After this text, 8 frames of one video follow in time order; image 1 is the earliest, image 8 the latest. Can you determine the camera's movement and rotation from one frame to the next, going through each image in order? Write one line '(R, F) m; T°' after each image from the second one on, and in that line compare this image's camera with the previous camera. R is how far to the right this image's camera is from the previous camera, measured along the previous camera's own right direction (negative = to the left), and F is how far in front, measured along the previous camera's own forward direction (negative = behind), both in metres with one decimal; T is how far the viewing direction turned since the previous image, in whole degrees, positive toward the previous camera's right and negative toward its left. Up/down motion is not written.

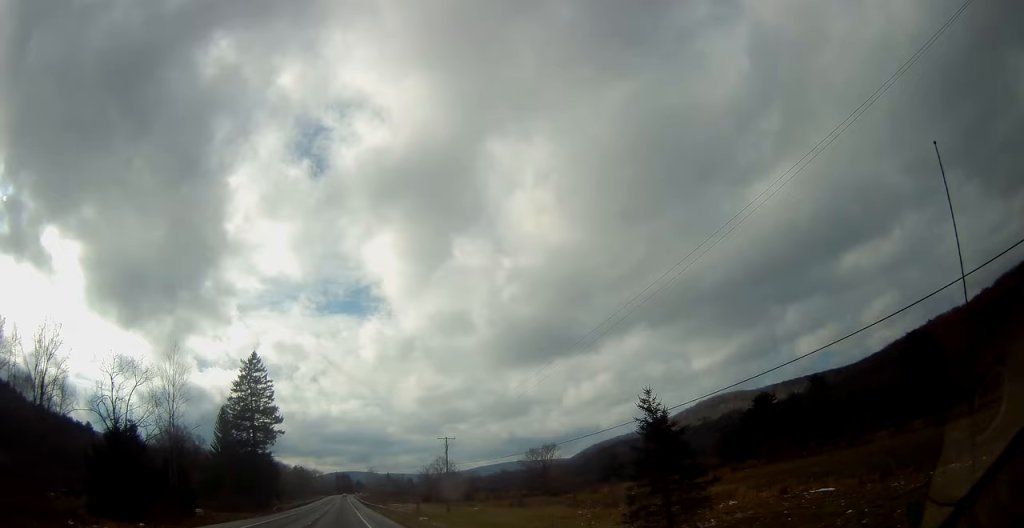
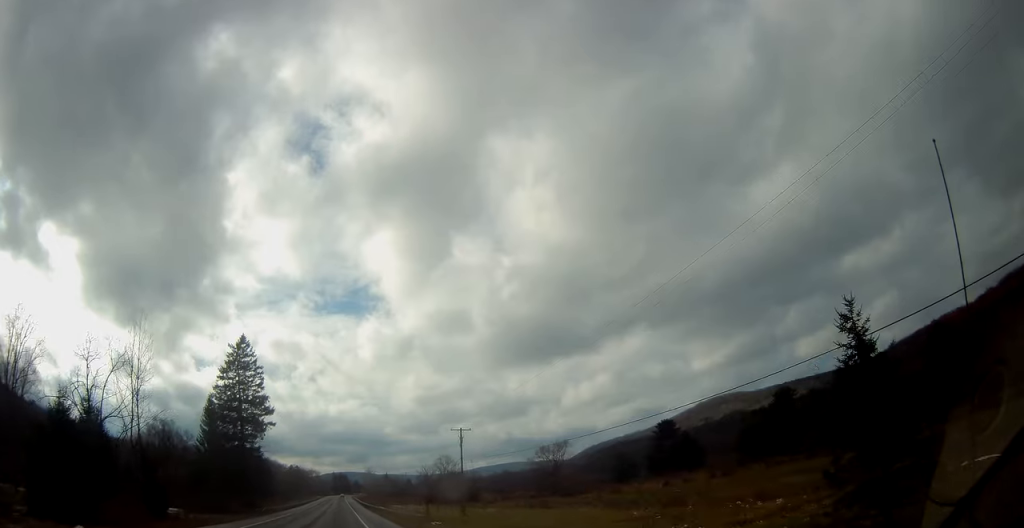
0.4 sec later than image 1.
(+0.1, +11.2) m; 0°
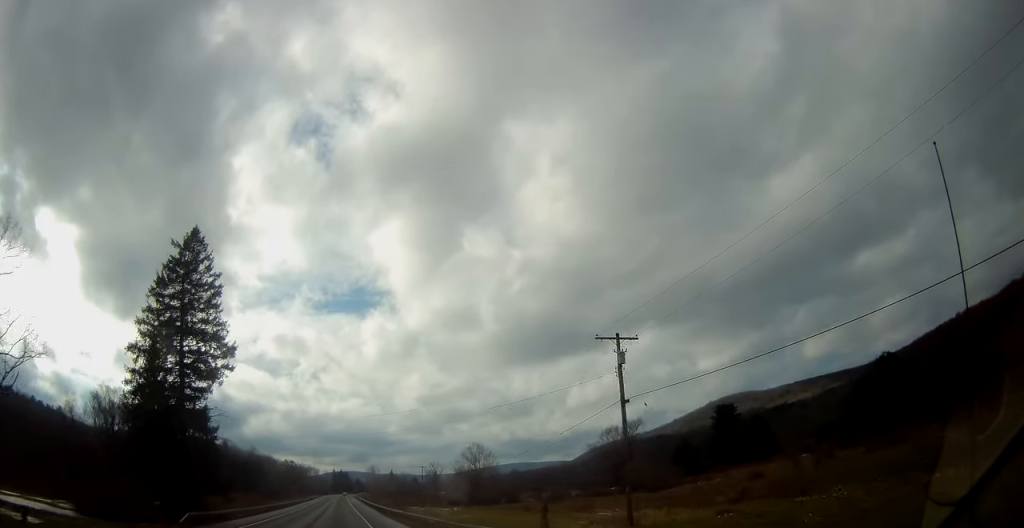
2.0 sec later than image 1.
(+0.3, +39.5) m; +1°
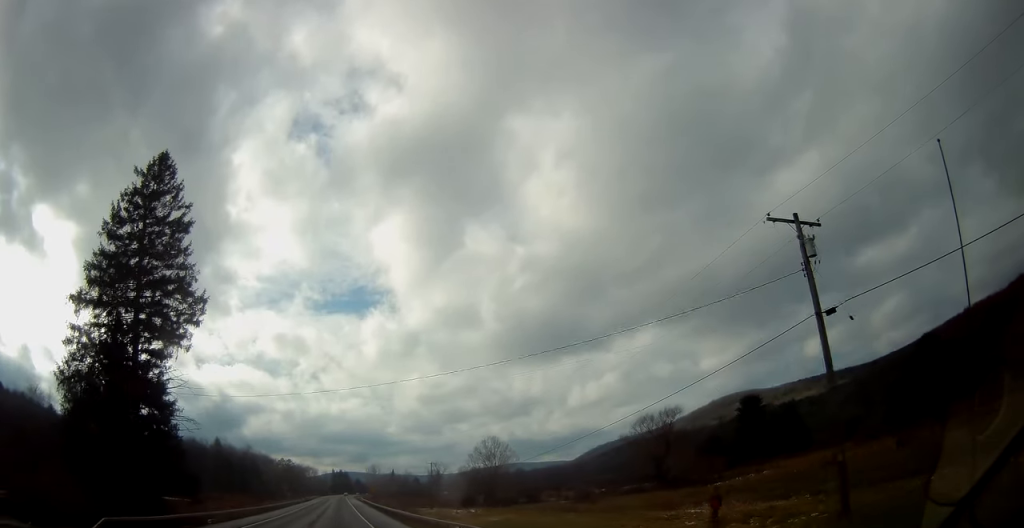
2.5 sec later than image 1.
(0.0, +14.5) m; 0°
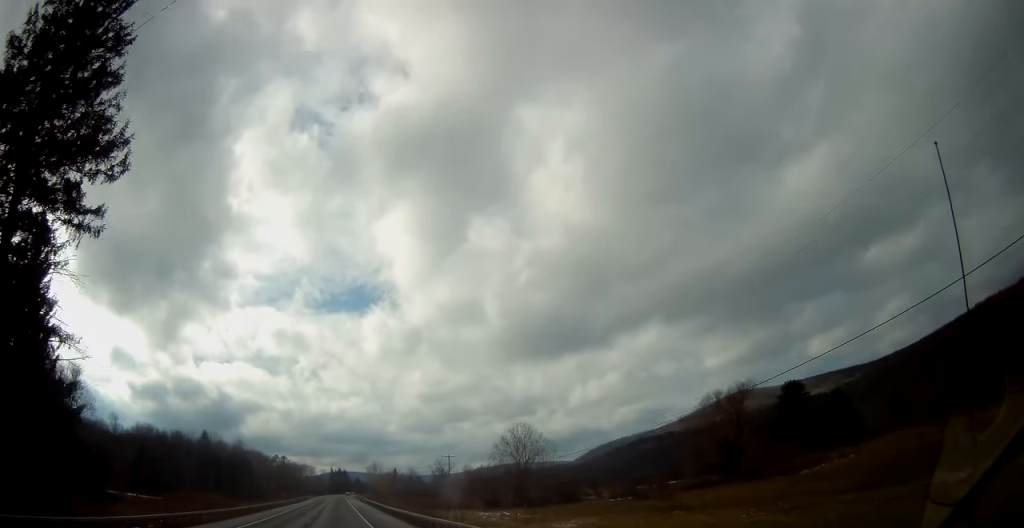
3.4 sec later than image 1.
(0.0, +21.4) m; 0°
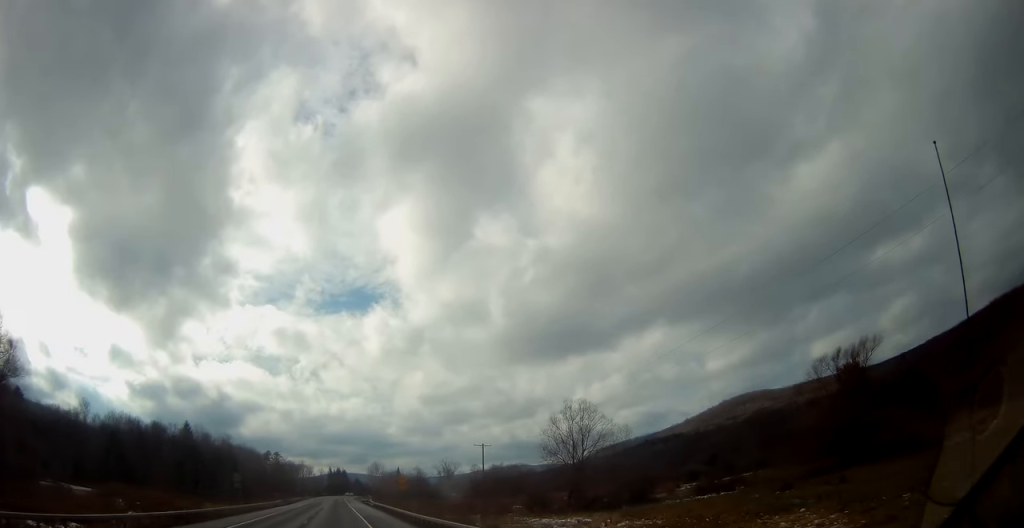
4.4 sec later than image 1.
(0.0, +25.7) m; 0°
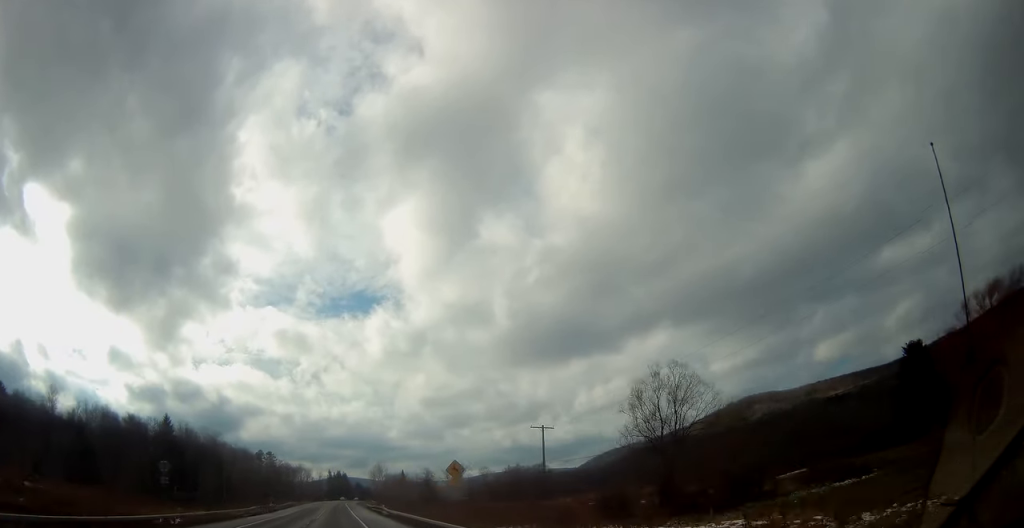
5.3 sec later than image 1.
(0.0, +24.0) m; 0°
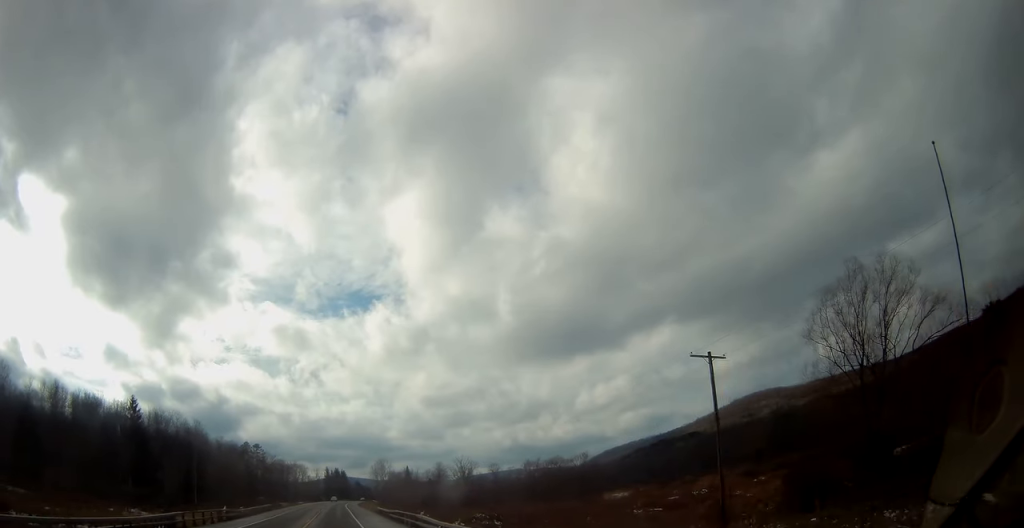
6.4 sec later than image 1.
(-0.1, +28.3) m; 0°
